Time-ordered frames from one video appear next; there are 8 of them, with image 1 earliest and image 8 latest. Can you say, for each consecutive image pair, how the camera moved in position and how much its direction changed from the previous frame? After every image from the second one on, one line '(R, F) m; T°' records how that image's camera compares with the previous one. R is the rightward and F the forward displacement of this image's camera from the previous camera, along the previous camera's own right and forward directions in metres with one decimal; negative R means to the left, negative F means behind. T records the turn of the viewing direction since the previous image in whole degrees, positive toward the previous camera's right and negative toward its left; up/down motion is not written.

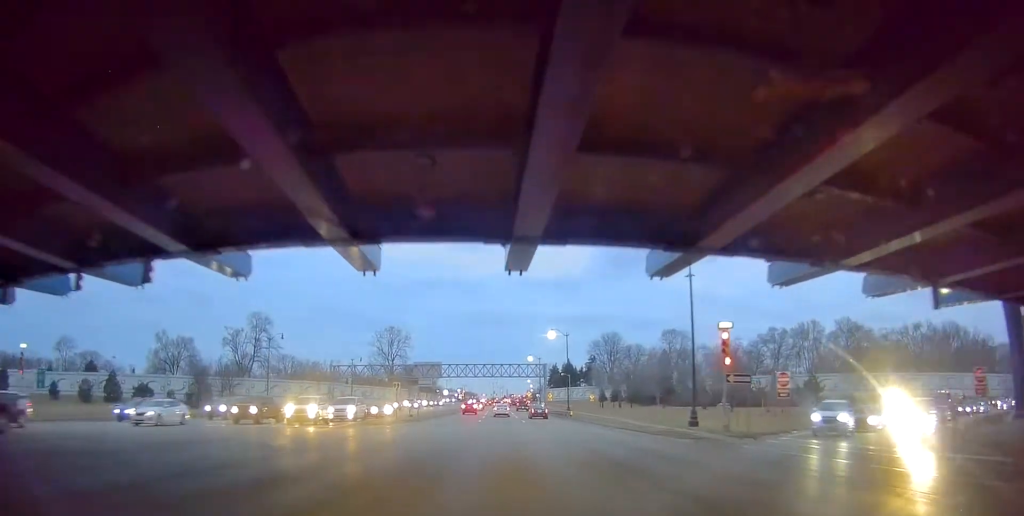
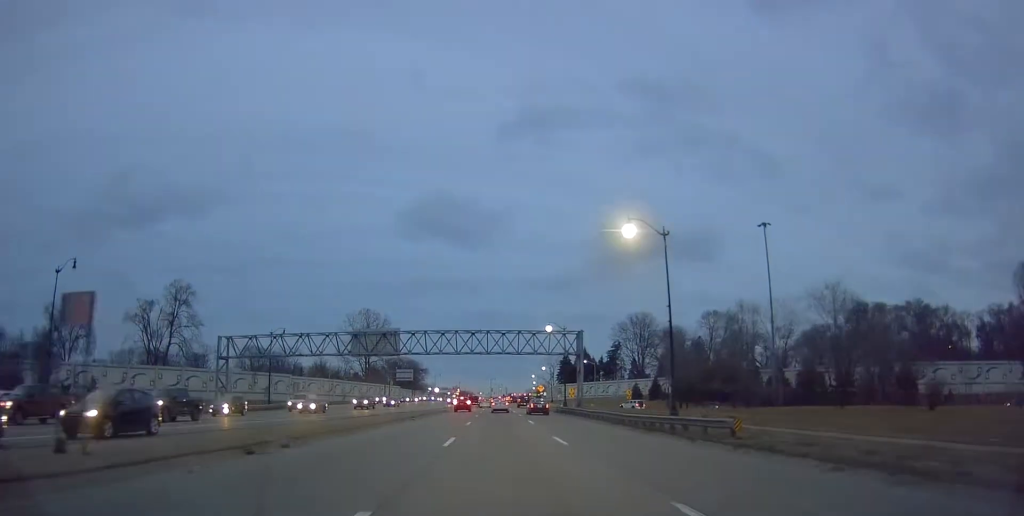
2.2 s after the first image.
(-0.9, +44.1) m; 0°
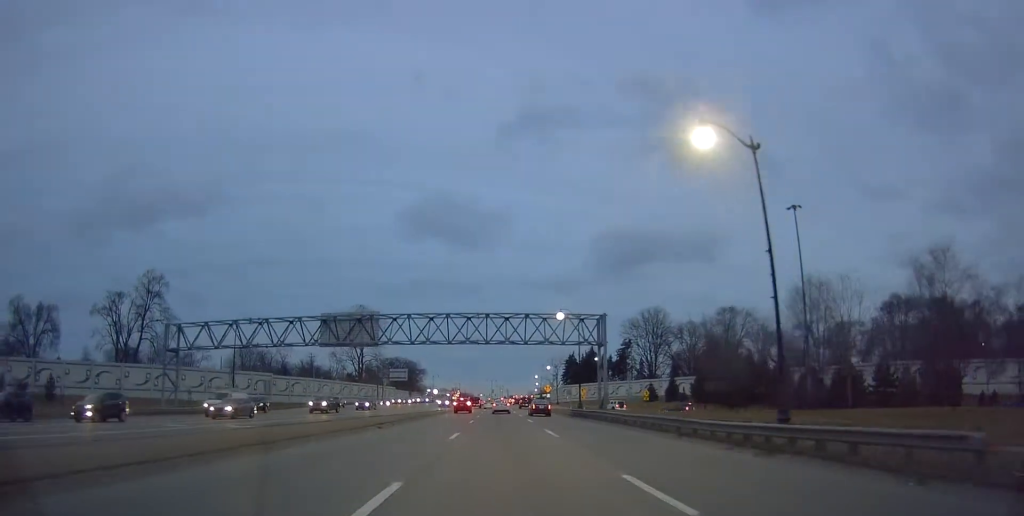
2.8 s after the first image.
(+0.2, +11.7) m; +1°
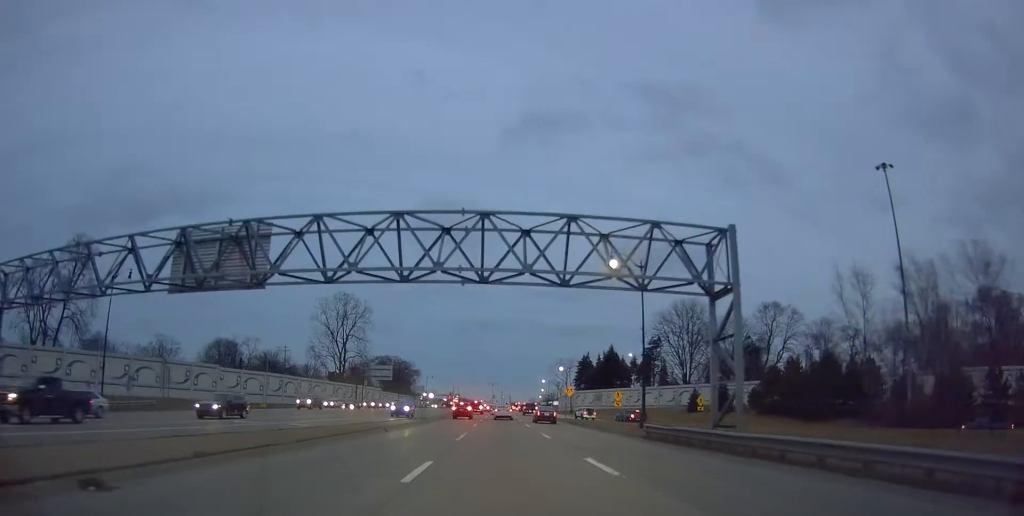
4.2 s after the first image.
(0.0, +25.6) m; 0°
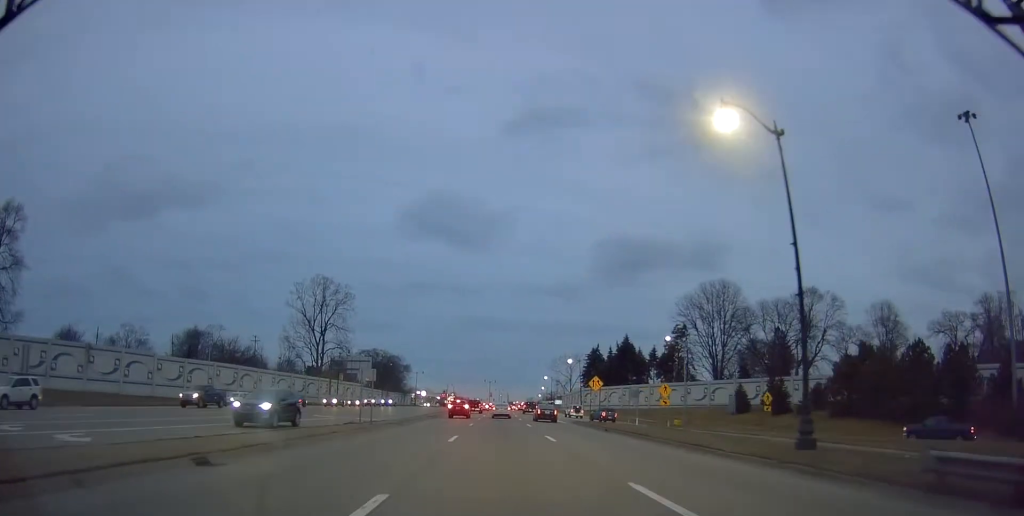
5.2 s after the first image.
(0.0, +19.5) m; +1°
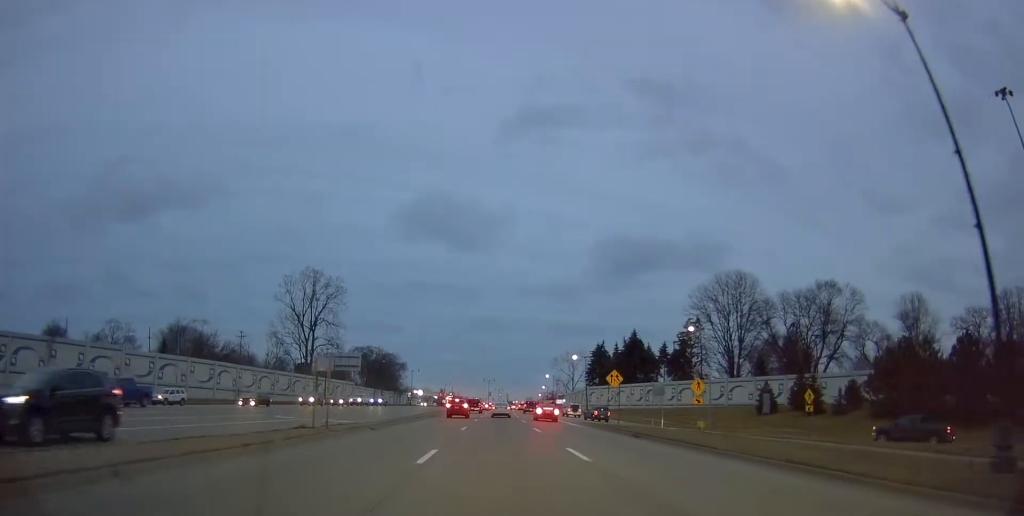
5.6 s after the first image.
(-0.1, +8.2) m; +1°
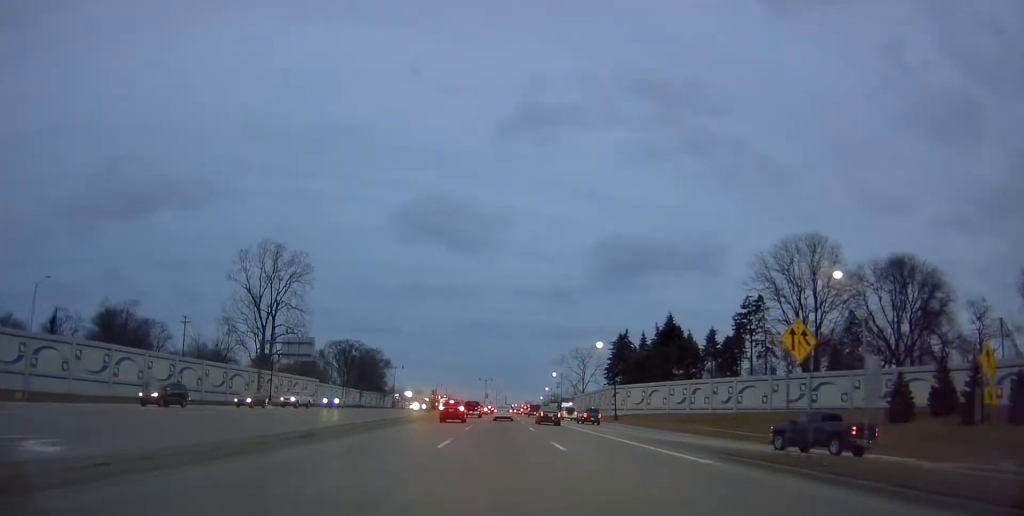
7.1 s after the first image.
(+0.4, +26.7) m; -1°
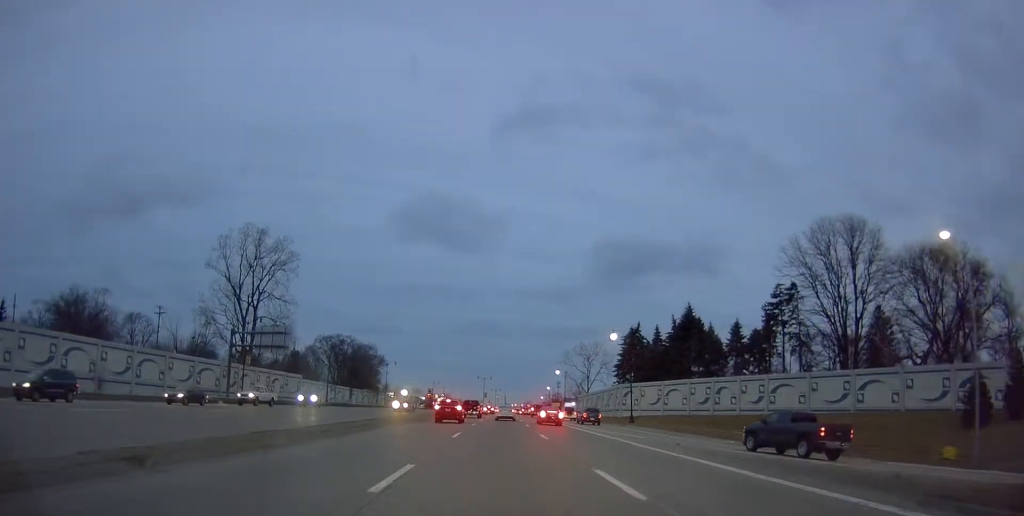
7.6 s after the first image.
(-0.2, +9.8) m; -1°
